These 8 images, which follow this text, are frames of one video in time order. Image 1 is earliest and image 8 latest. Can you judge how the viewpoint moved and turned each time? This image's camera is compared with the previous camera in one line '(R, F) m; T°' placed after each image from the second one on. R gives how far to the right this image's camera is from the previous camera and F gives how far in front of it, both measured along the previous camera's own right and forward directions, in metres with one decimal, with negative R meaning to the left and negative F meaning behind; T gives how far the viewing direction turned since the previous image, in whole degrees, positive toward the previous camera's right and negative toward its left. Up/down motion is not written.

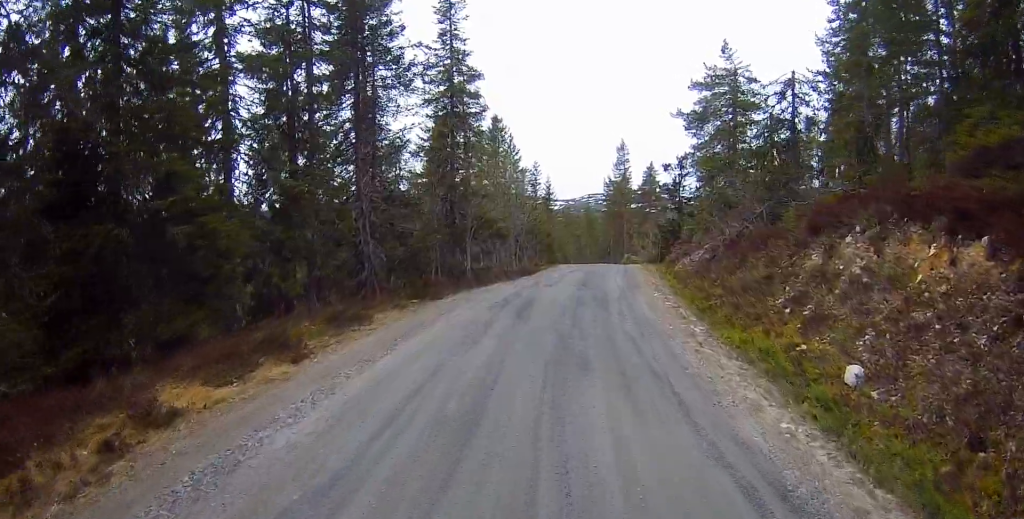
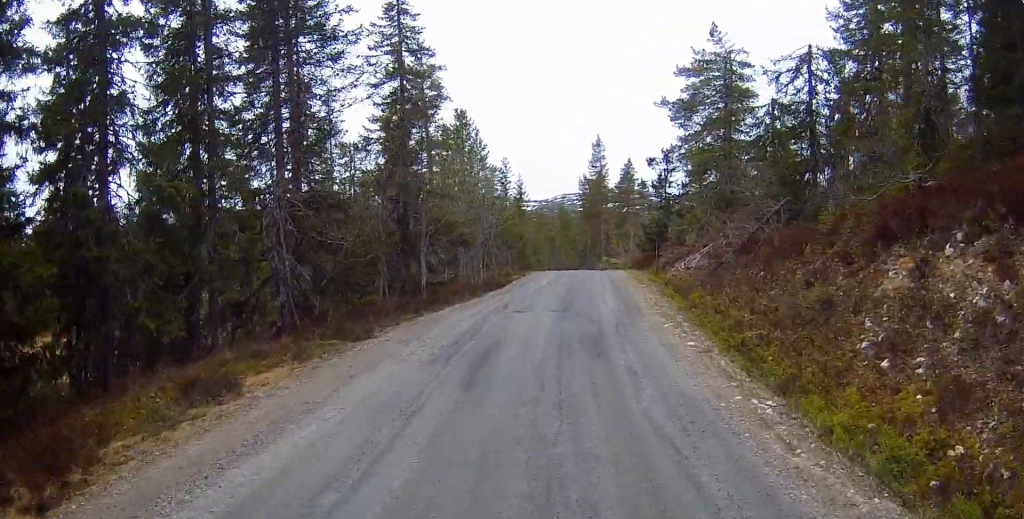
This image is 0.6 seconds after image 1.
(+0.1, +5.3) m; +2°
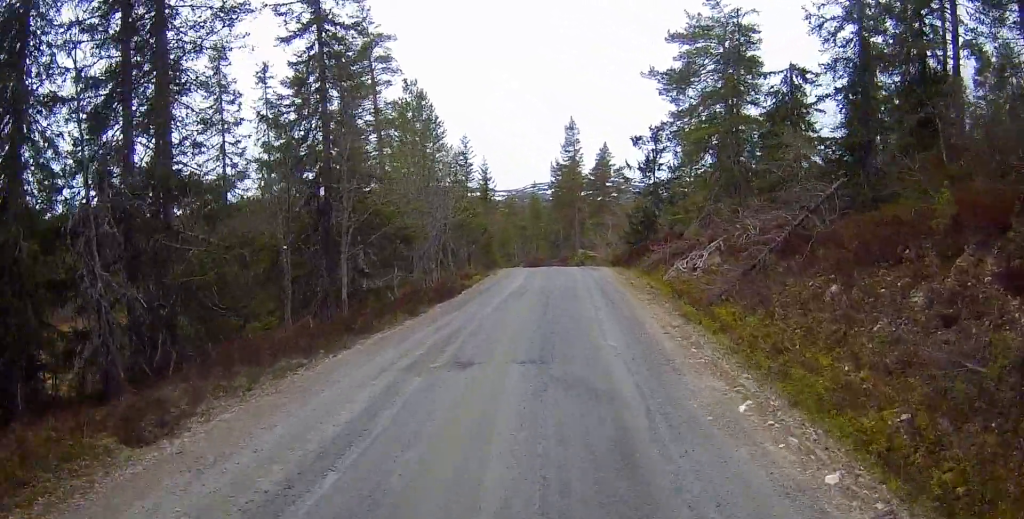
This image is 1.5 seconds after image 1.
(+0.2, +6.6) m; +2°
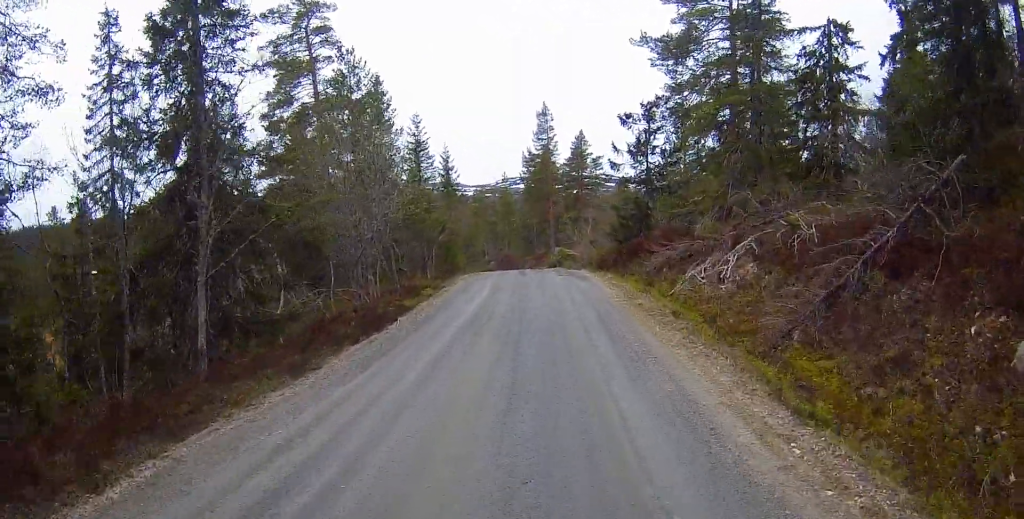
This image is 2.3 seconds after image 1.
(0.0, +6.5) m; +1°
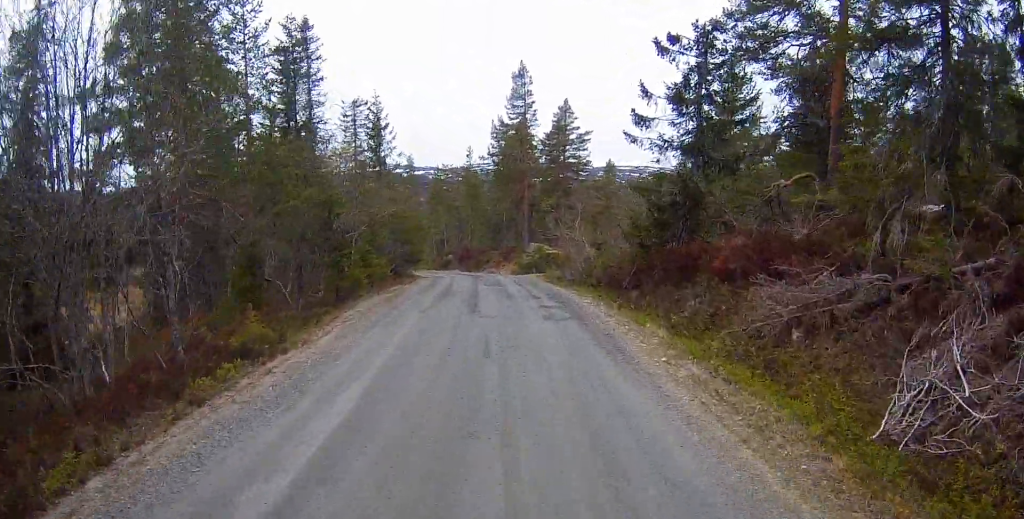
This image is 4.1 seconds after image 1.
(+0.9, +13.9) m; +3°
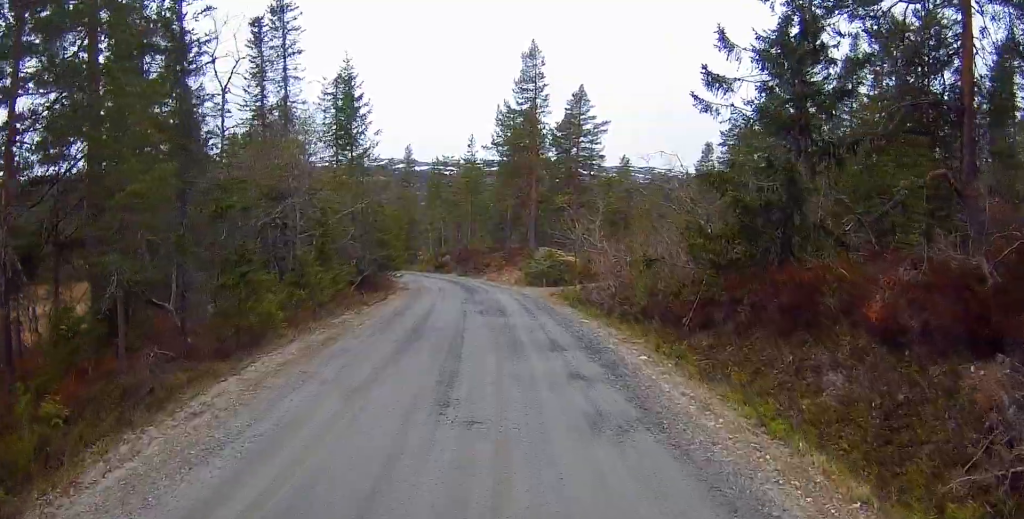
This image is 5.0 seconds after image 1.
(-0.2, +6.9) m; -2°
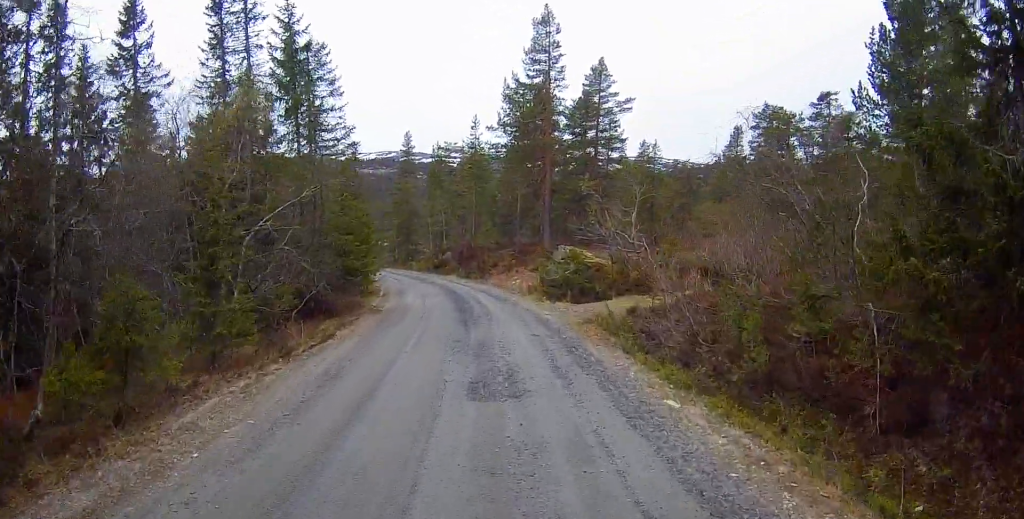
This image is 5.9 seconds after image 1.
(-0.2, +7.5) m; 0°
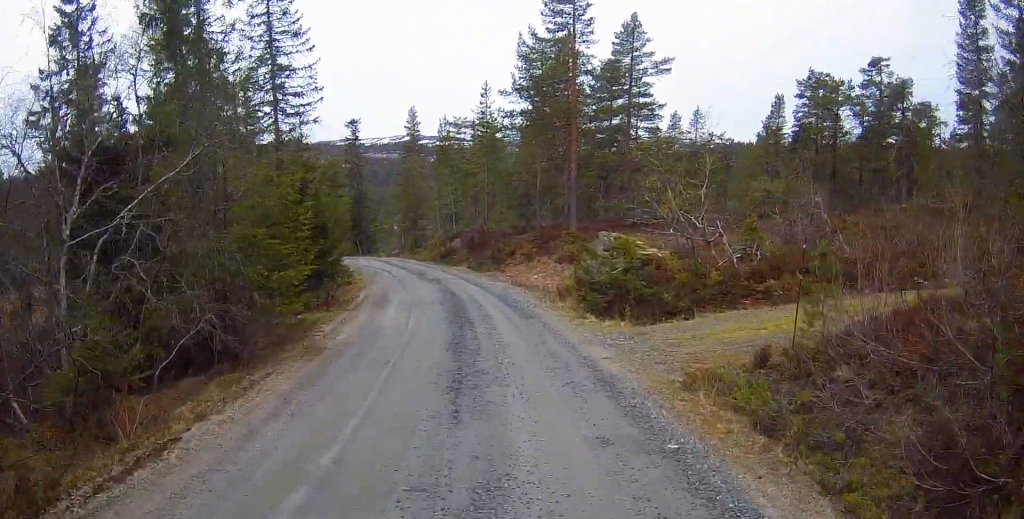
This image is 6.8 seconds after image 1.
(+0.2, +7.4) m; 0°
